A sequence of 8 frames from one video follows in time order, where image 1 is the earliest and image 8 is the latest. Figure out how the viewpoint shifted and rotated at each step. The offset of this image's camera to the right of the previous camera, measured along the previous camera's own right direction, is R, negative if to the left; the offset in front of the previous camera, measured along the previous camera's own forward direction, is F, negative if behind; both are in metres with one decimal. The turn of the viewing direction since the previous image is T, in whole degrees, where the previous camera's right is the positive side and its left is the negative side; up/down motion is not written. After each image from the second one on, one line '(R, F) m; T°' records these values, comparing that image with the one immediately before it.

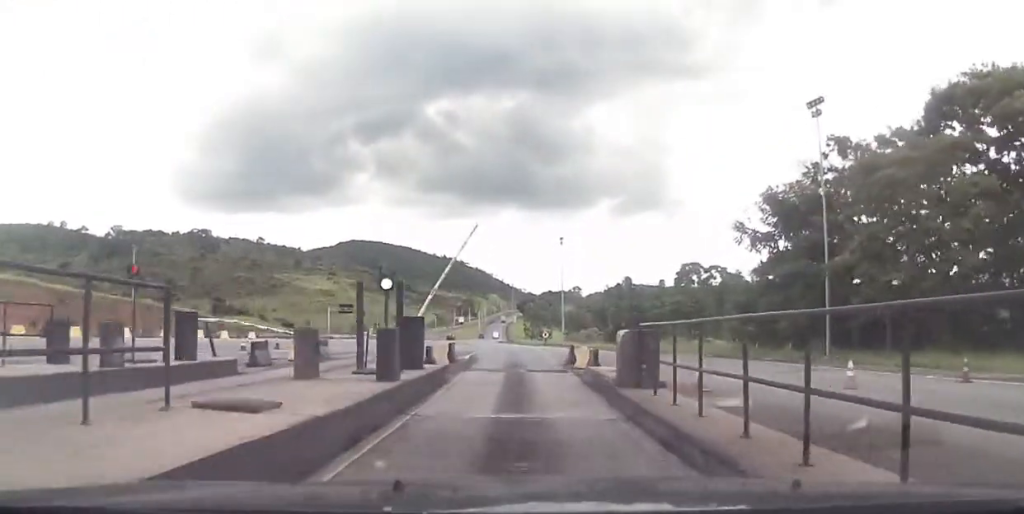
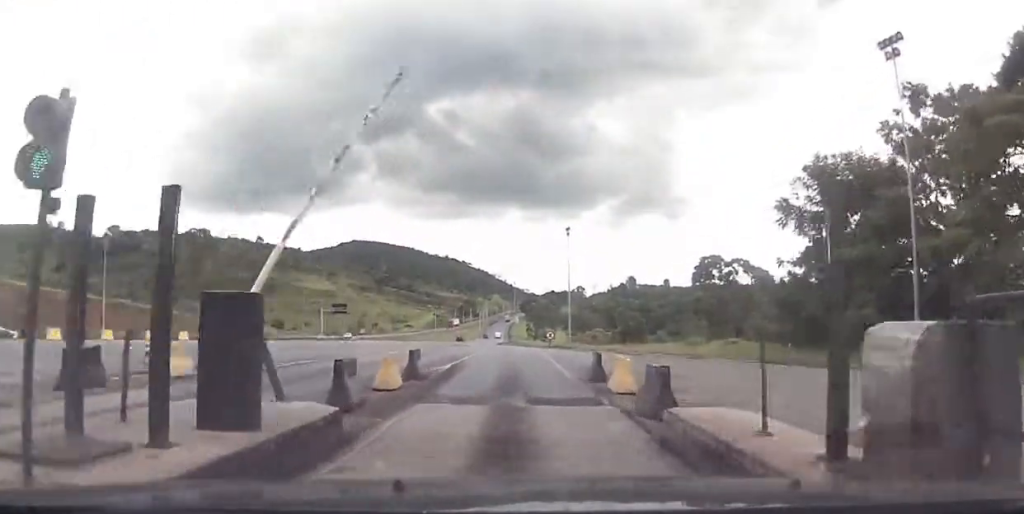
(-0.1, +9.4) m; -1°
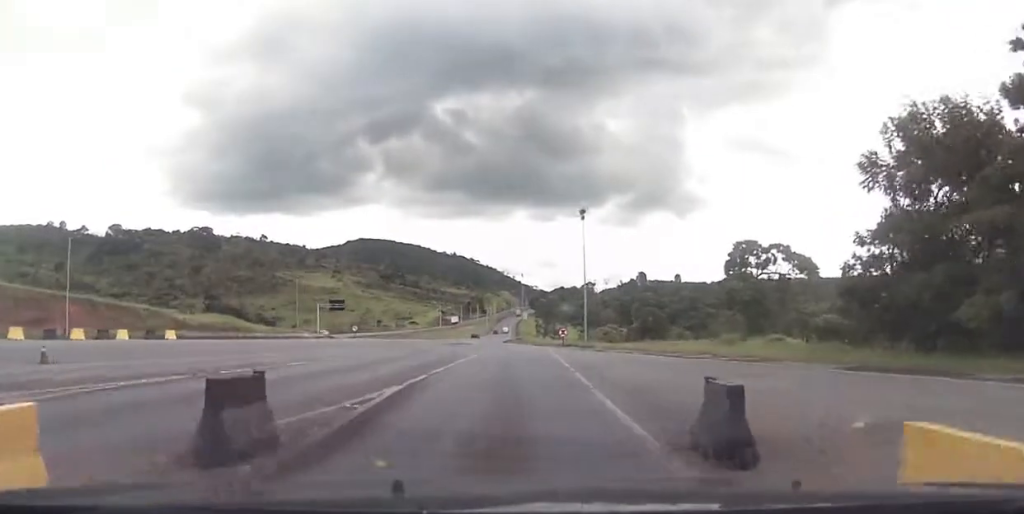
(-0.1, +11.2) m; 0°
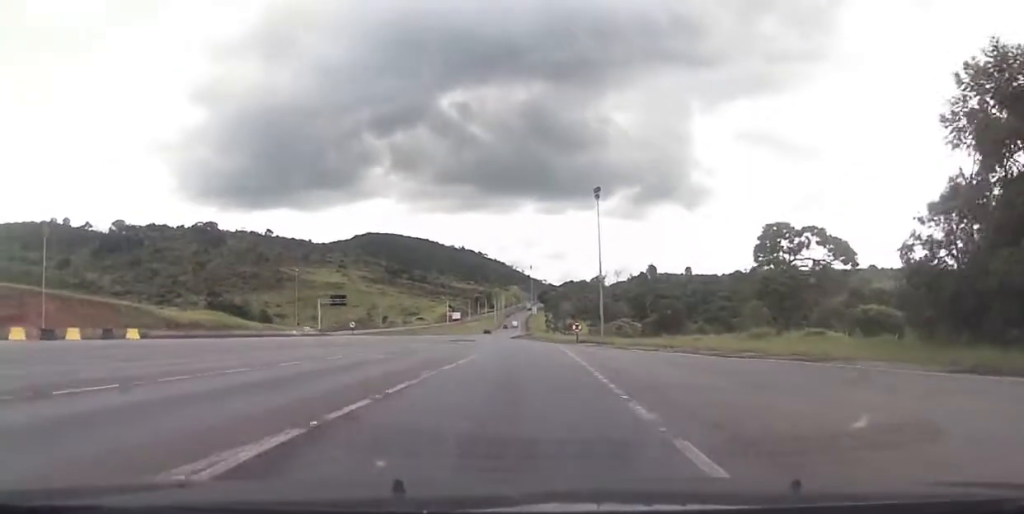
(+0.2, +7.3) m; 0°
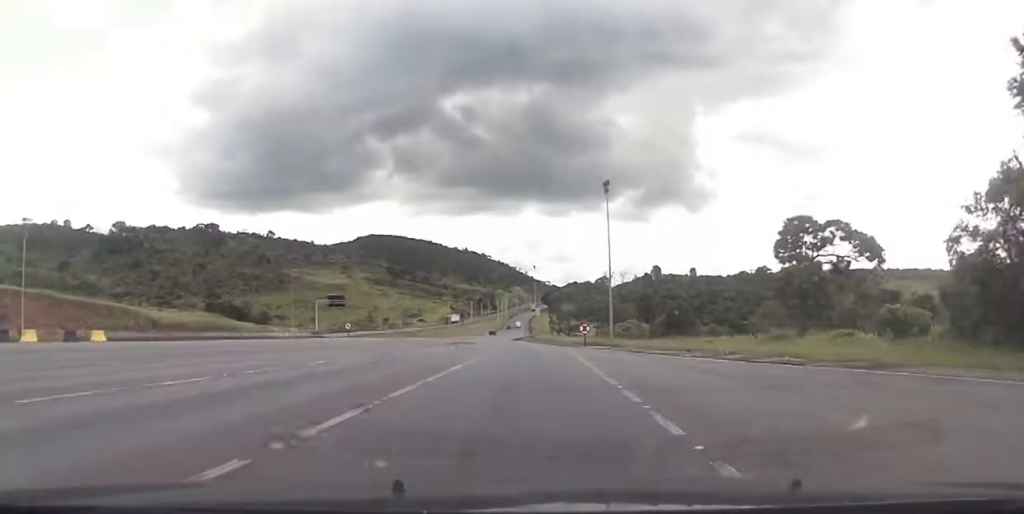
(-0.1, +5.0) m; -1°
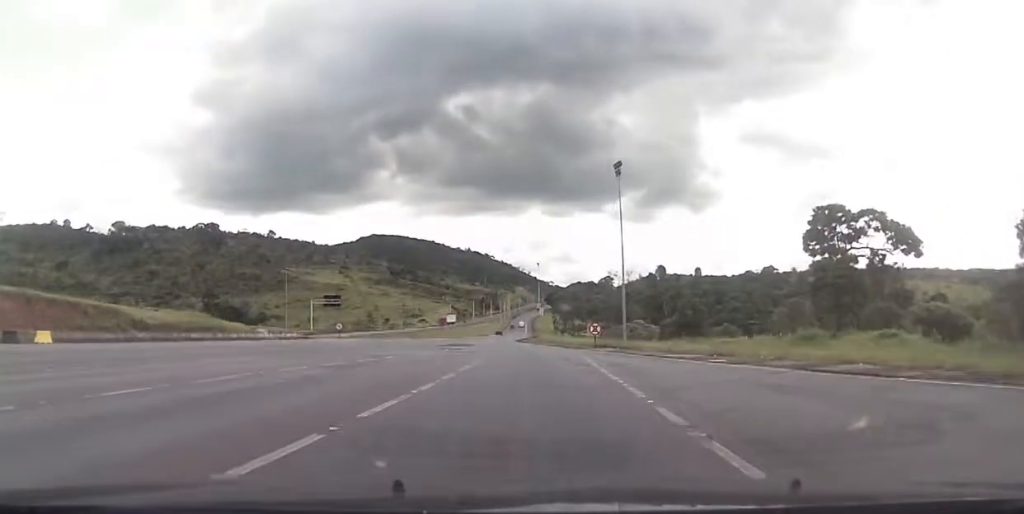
(-0.1, +6.3) m; -1°
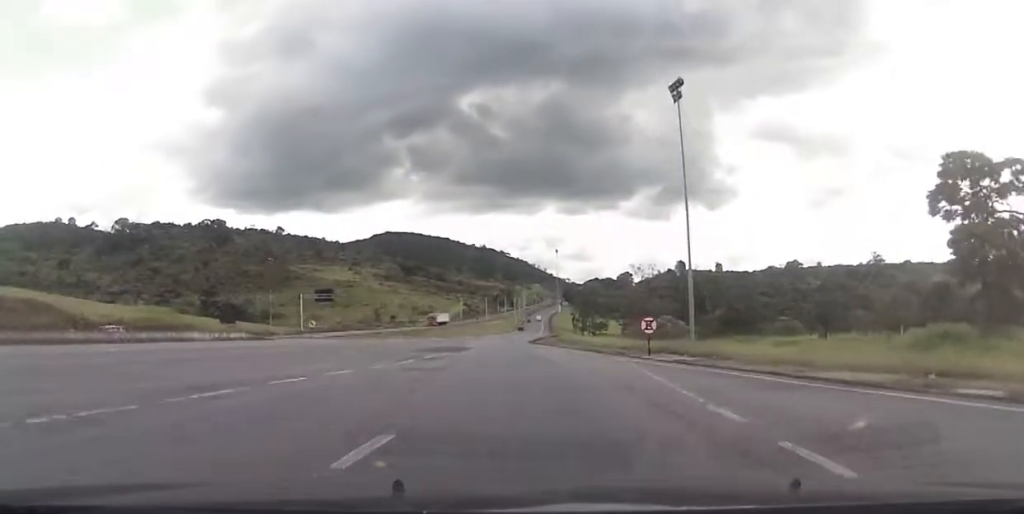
(0.0, +18.0) m; +1°
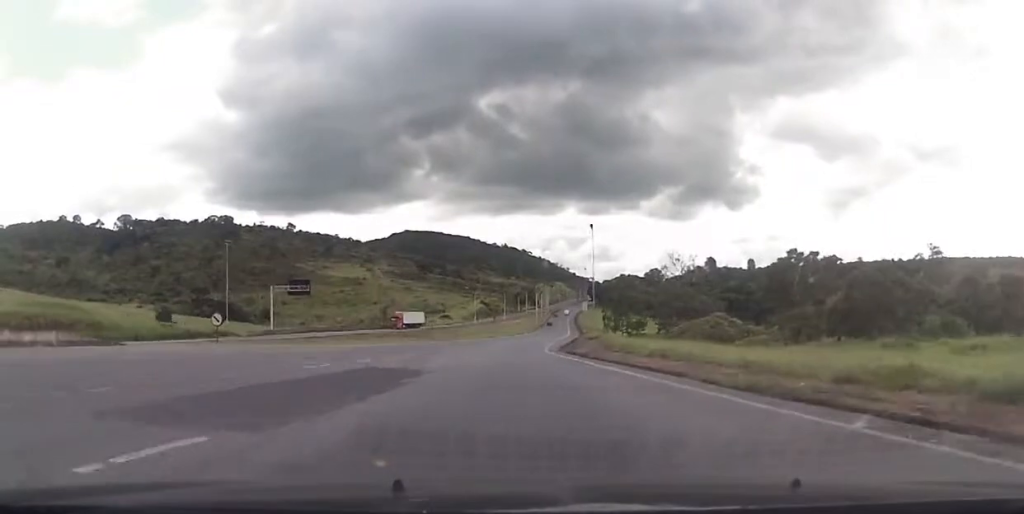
(-0.2, +28.5) m; -4°
